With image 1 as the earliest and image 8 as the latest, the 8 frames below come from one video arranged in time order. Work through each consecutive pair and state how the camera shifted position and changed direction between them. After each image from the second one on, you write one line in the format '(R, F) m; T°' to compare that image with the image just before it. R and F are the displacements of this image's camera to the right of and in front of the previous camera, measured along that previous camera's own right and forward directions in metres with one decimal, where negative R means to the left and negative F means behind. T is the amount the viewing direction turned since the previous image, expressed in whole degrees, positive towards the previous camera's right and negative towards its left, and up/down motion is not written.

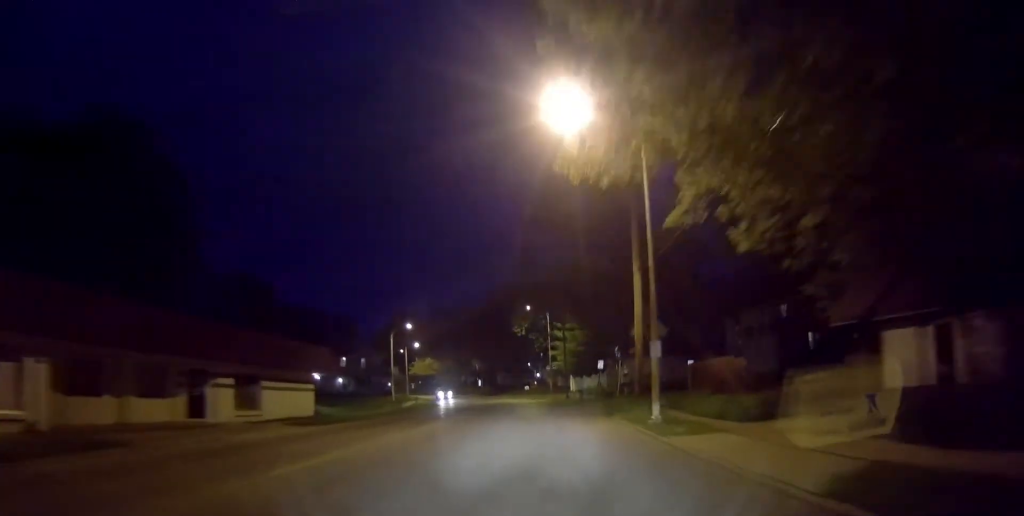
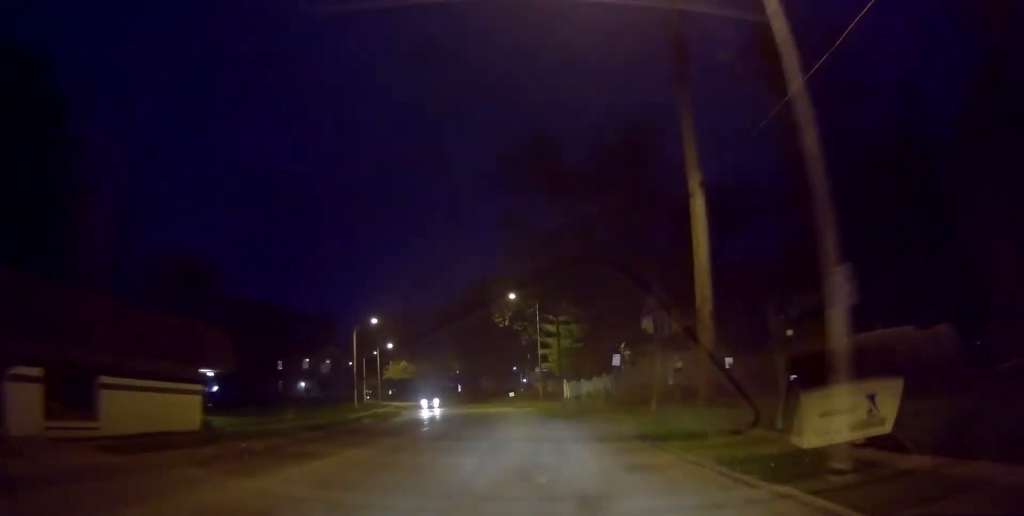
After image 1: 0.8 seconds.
(+0.2, +11.0) m; +1°
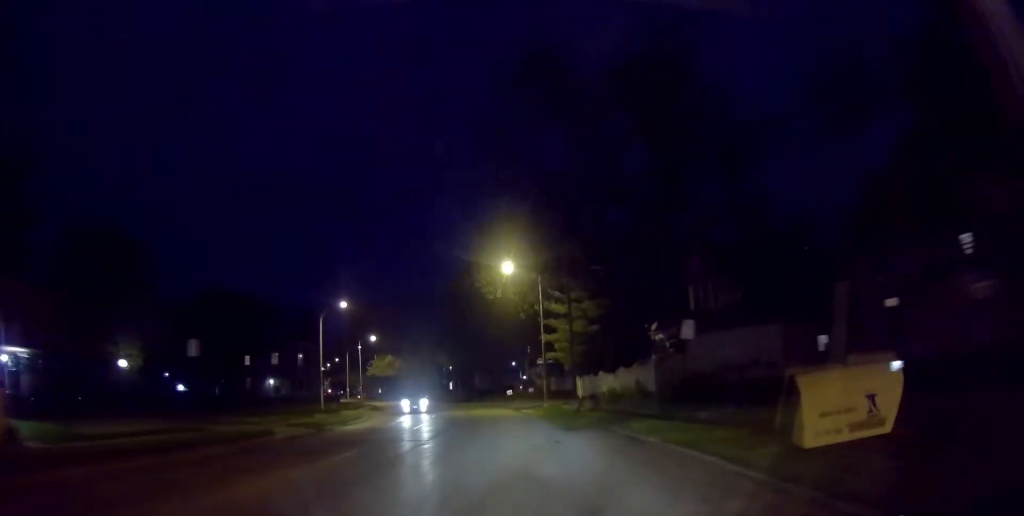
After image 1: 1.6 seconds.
(+0.1, +10.9) m; +1°
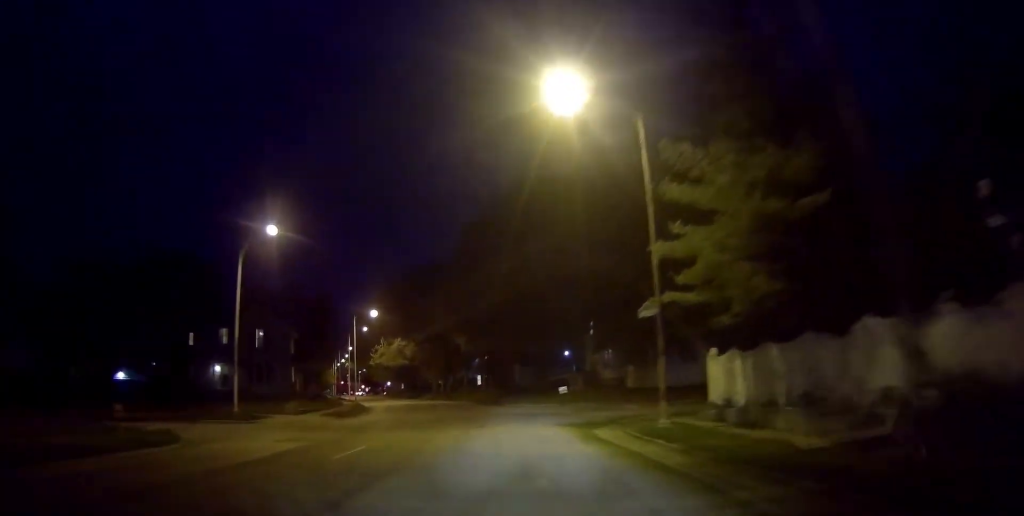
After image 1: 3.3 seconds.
(-0.8, +23.9) m; -5°
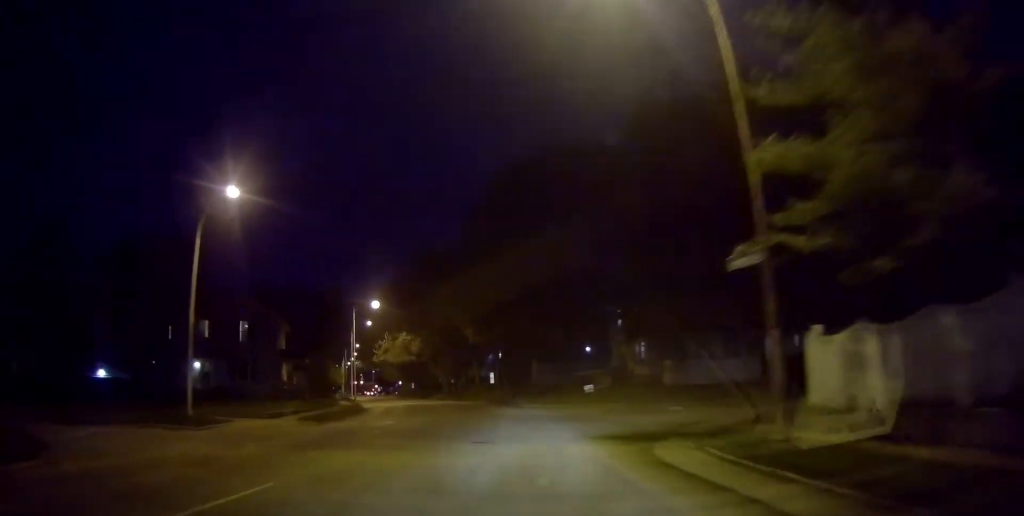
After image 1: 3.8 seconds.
(-0.1, +6.5) m; -2°
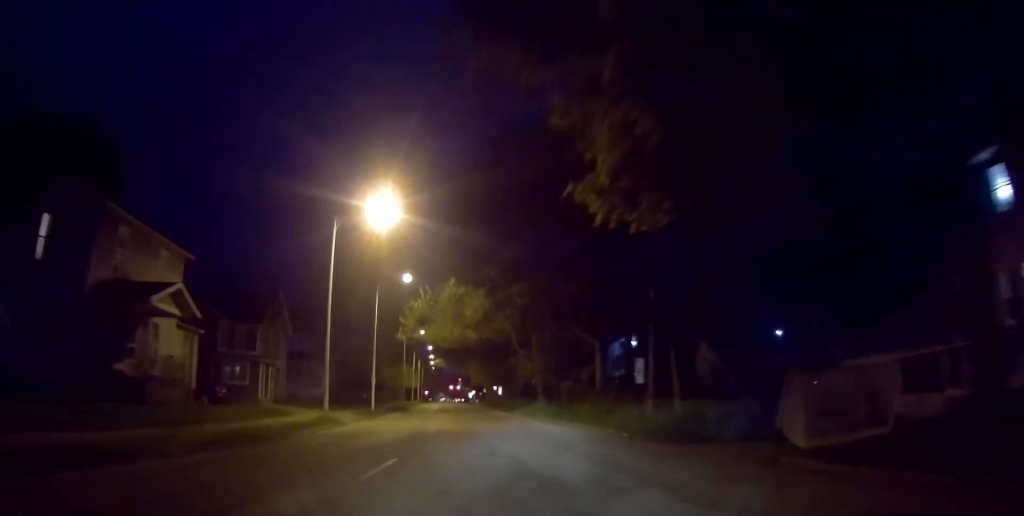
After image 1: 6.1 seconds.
(-2.2, +31.6) m; -7°
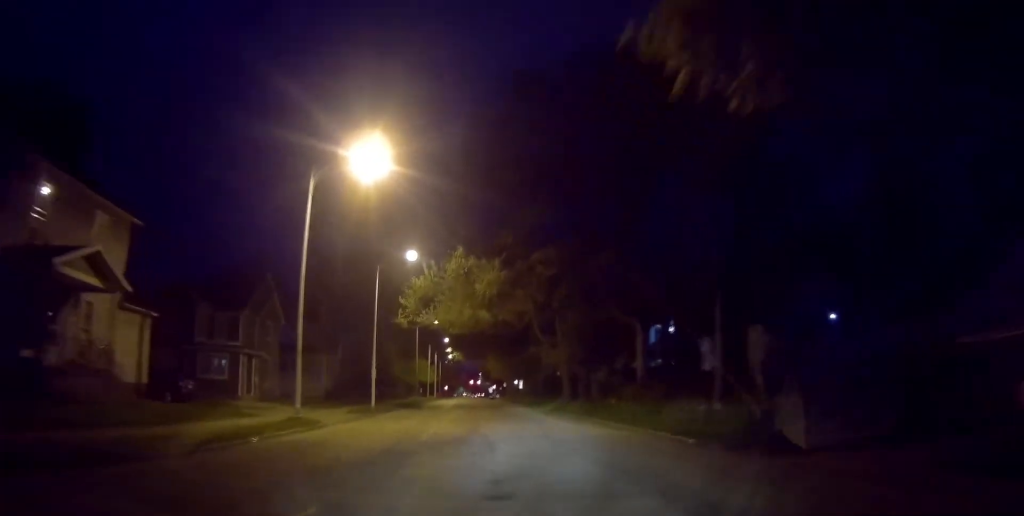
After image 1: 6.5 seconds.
(-0.1, +6.0) m; -1°
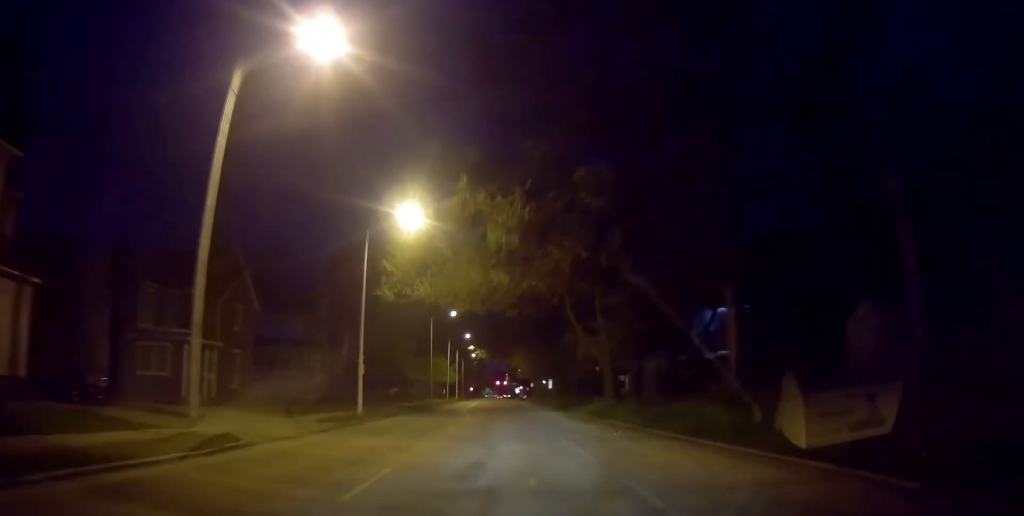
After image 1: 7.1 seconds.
(+0.1, +8.2) m; -3°
